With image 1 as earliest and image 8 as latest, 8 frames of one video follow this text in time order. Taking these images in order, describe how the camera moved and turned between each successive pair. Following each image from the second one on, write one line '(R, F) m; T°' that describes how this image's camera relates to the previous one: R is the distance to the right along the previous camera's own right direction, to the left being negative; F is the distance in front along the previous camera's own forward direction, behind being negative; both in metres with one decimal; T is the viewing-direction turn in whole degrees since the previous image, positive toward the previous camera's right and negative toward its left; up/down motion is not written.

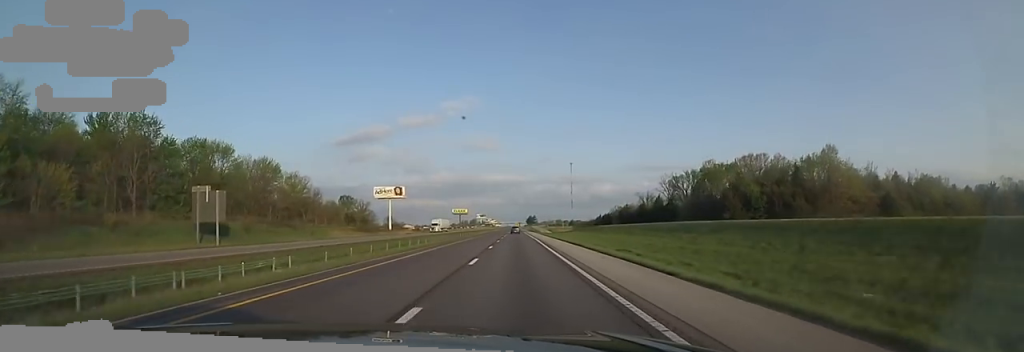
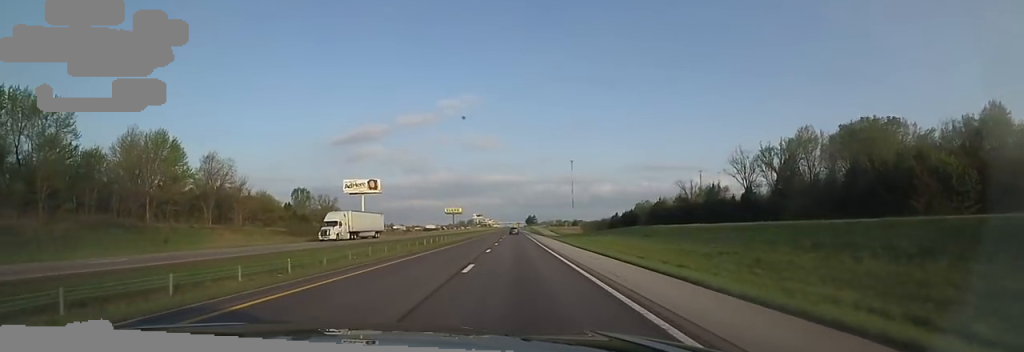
(0.0, +38.9) m; -1°
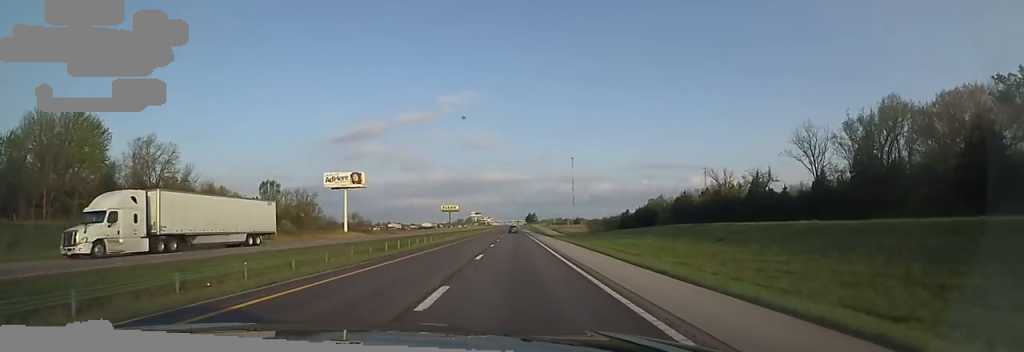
(+0.2, +18.8) m; -1°
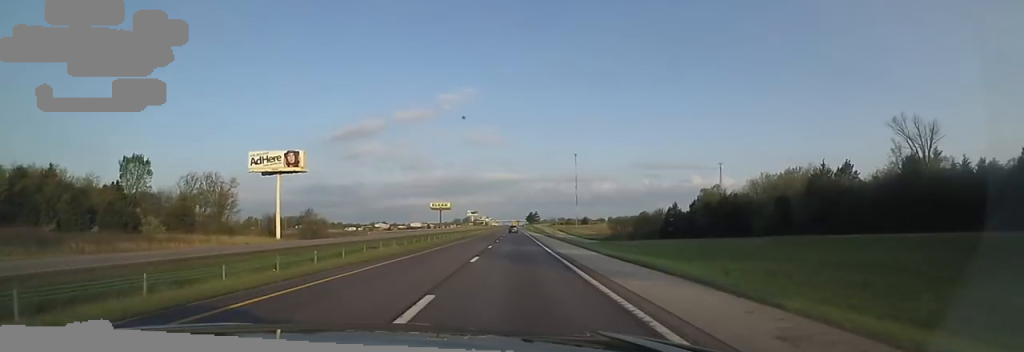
(-0.5, +48.9) m; +1°
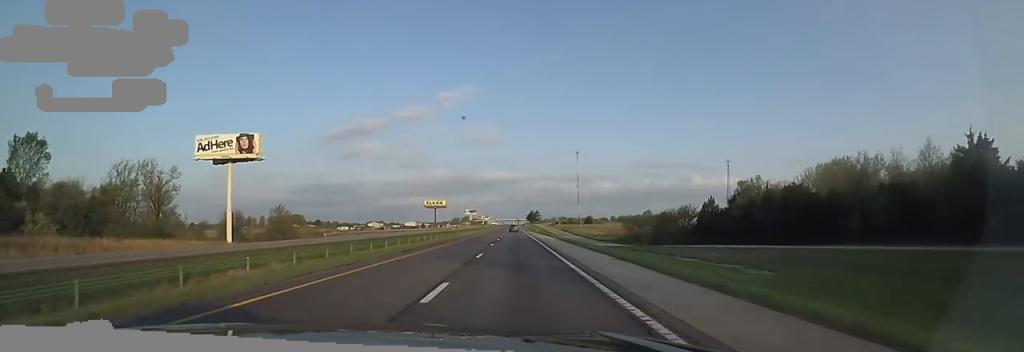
(+0.3, +21.6) m; 0°
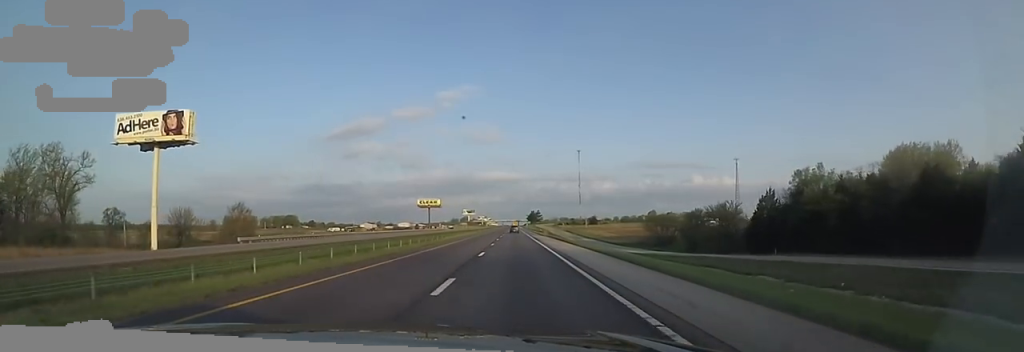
(-0.4, +22.6) m; 0°
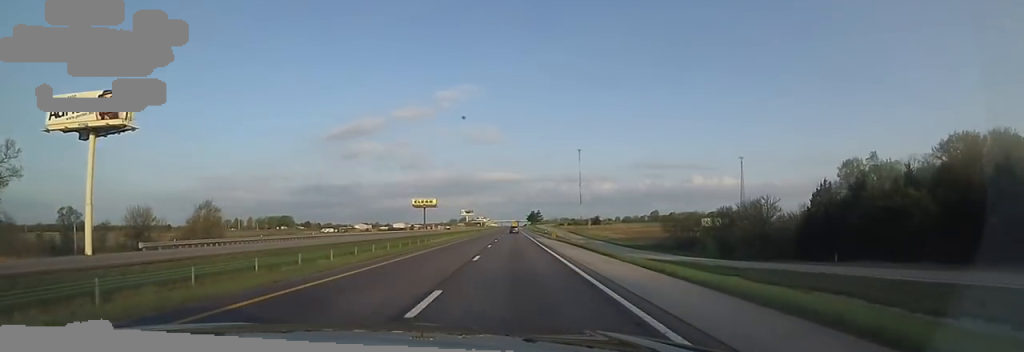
(0.0, +14.3) m; 0°
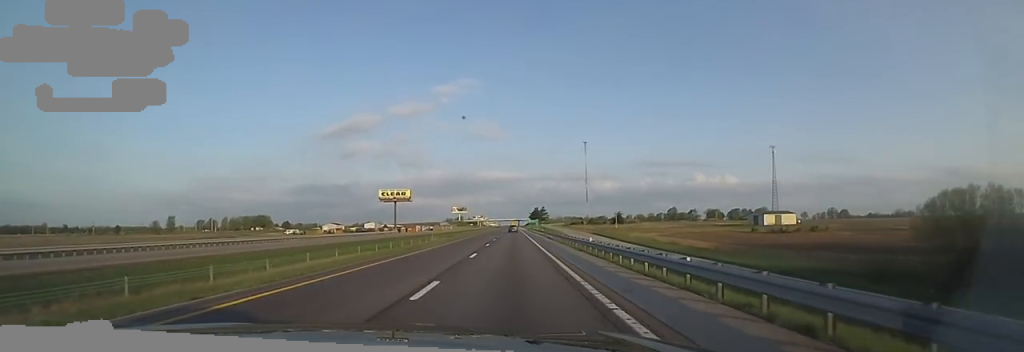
(+1.2, +71.4) m; +1°
